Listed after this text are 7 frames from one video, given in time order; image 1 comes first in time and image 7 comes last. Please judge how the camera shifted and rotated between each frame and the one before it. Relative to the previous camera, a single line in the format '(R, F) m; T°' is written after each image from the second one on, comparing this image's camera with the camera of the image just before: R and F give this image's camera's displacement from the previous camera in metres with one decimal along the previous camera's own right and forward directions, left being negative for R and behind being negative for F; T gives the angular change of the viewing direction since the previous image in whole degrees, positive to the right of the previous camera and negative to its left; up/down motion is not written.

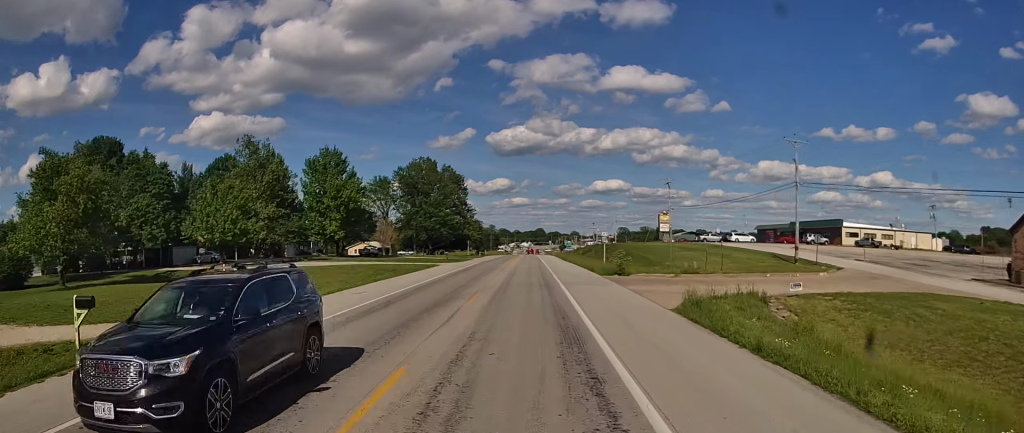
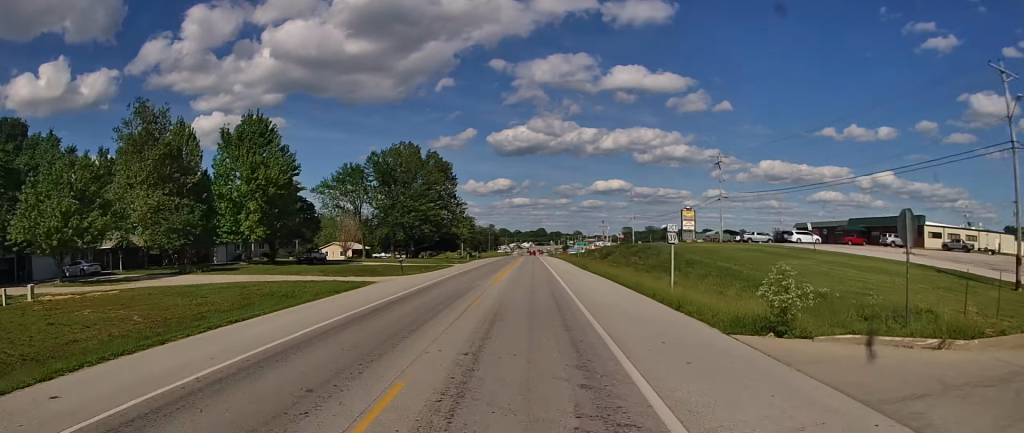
(-0.3, +25.1) m; 0°
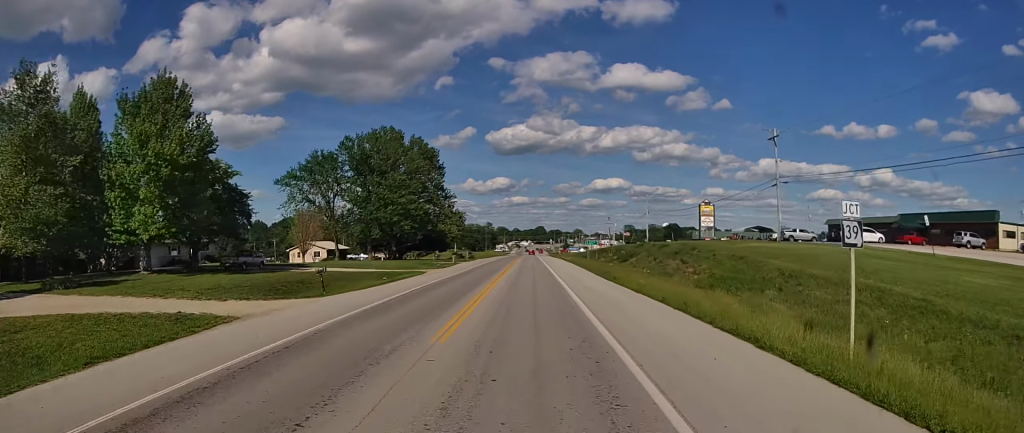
(+0.3, +17.0) m; +1°
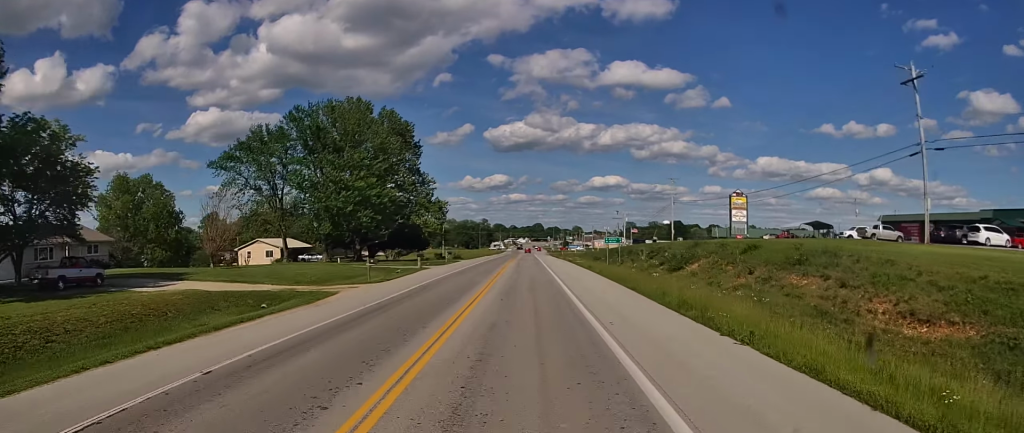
(+0.1, +22.4) m; 0°
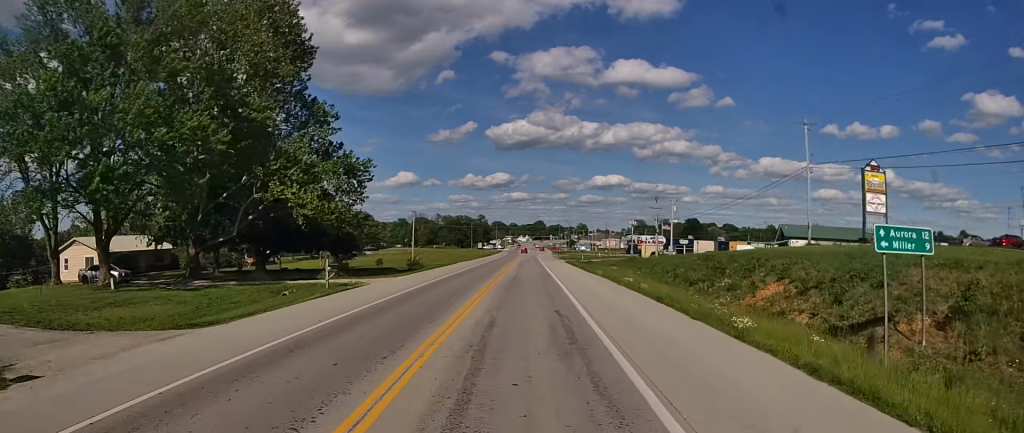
(-0.1, +47.2) m; 0°
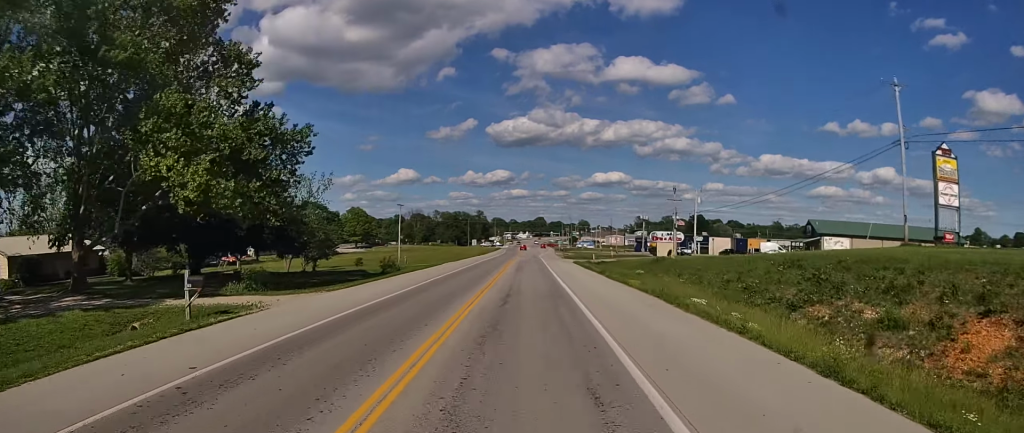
(0.0, +13.8) m; 0°
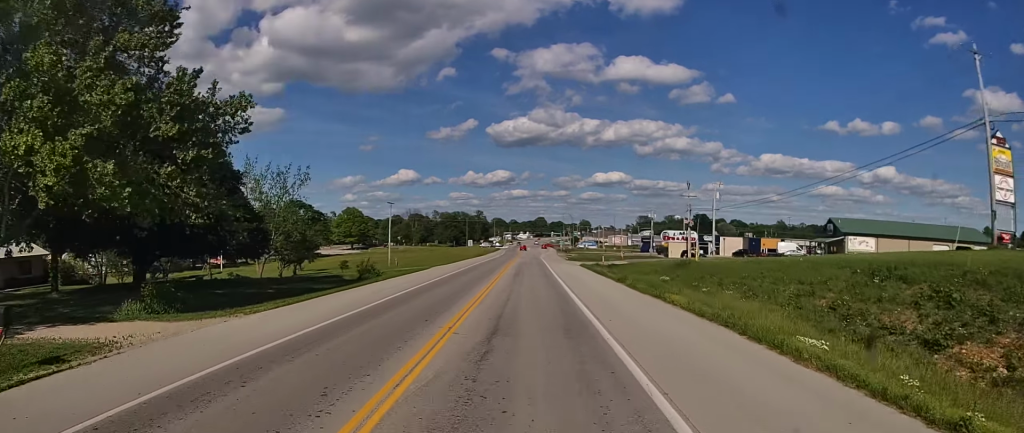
(0.0, +8.3) m; 0°
